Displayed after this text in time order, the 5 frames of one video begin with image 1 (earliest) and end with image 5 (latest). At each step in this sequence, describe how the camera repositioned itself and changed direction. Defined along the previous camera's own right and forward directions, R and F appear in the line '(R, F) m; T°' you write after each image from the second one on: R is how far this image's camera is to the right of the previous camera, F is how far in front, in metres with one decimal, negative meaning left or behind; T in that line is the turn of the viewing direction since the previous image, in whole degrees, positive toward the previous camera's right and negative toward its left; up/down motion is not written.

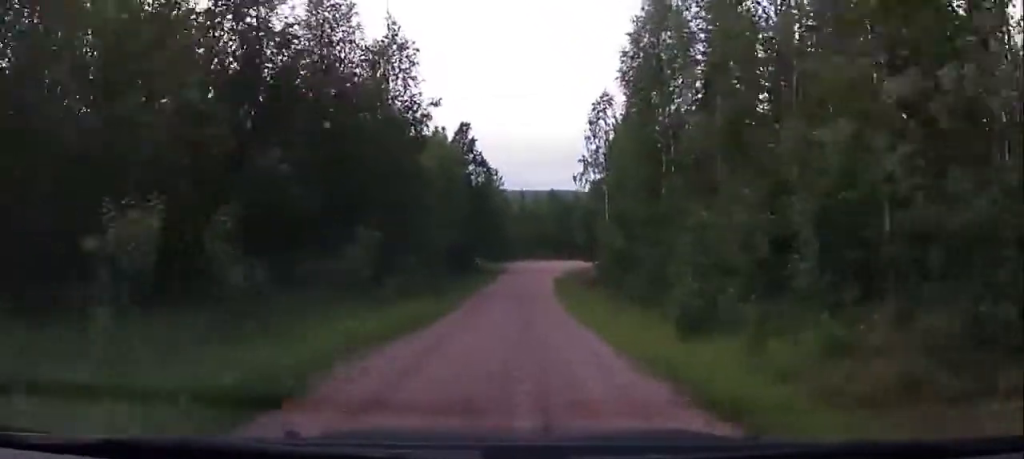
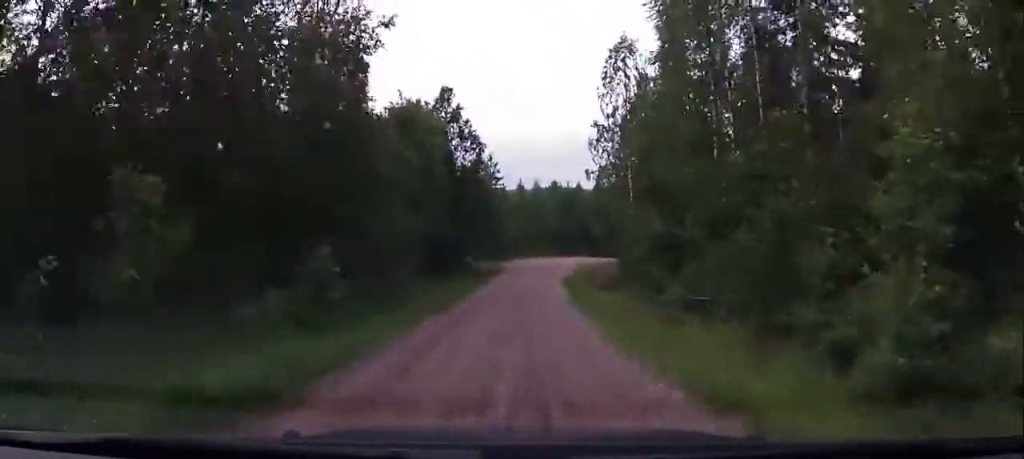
(-0.6, +10.8) m; +1°
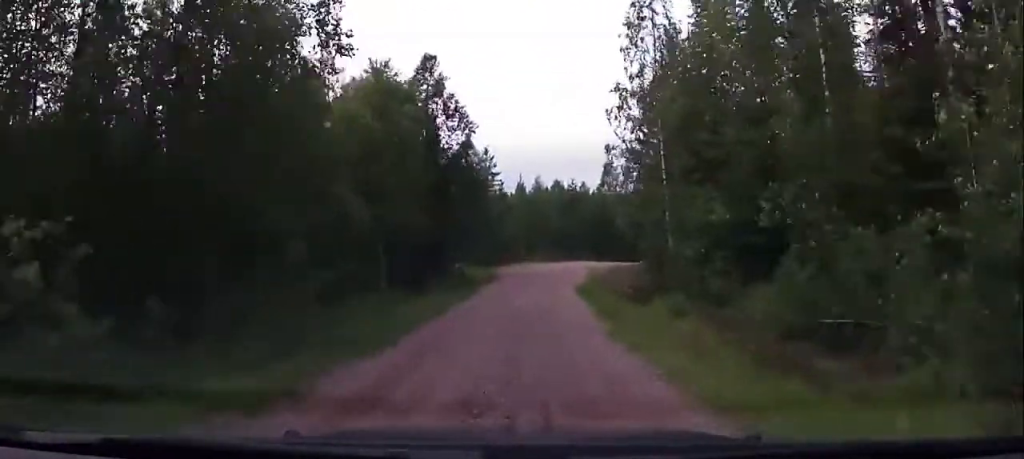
(+0.6, +8.2) m; +2°
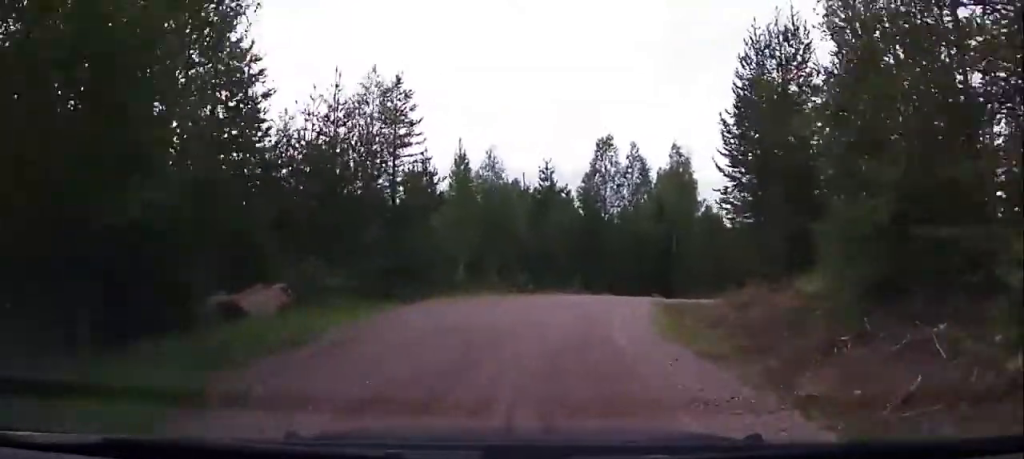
(0.0, +29.6) m; +3°
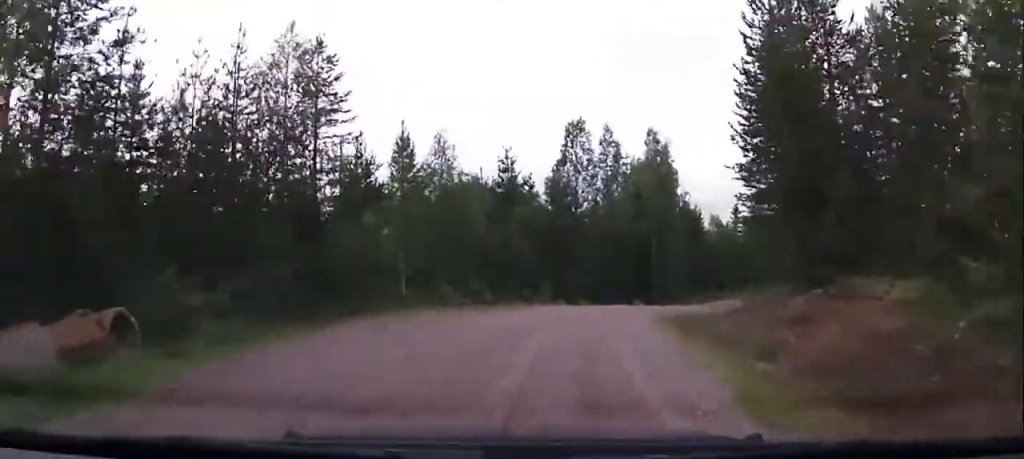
(+0.2, +6.6) m; +2°
